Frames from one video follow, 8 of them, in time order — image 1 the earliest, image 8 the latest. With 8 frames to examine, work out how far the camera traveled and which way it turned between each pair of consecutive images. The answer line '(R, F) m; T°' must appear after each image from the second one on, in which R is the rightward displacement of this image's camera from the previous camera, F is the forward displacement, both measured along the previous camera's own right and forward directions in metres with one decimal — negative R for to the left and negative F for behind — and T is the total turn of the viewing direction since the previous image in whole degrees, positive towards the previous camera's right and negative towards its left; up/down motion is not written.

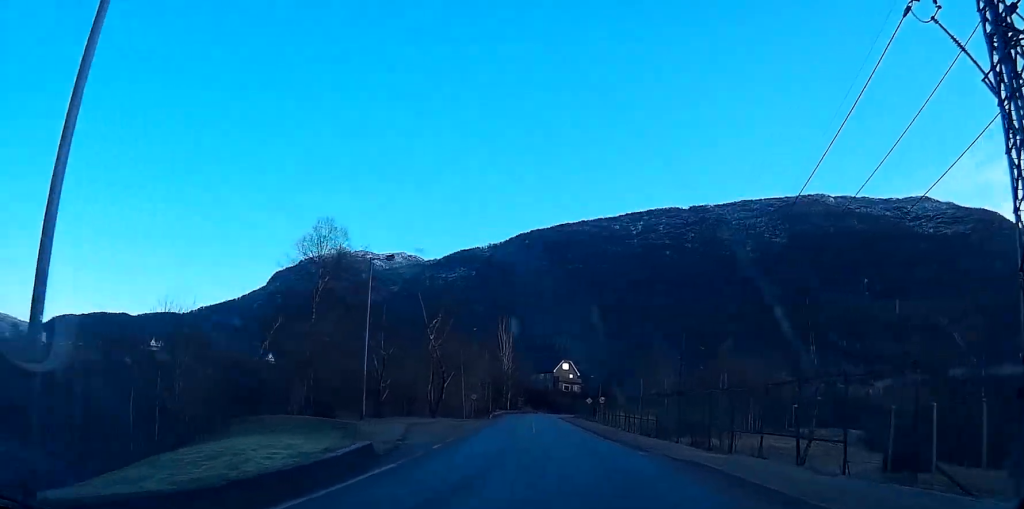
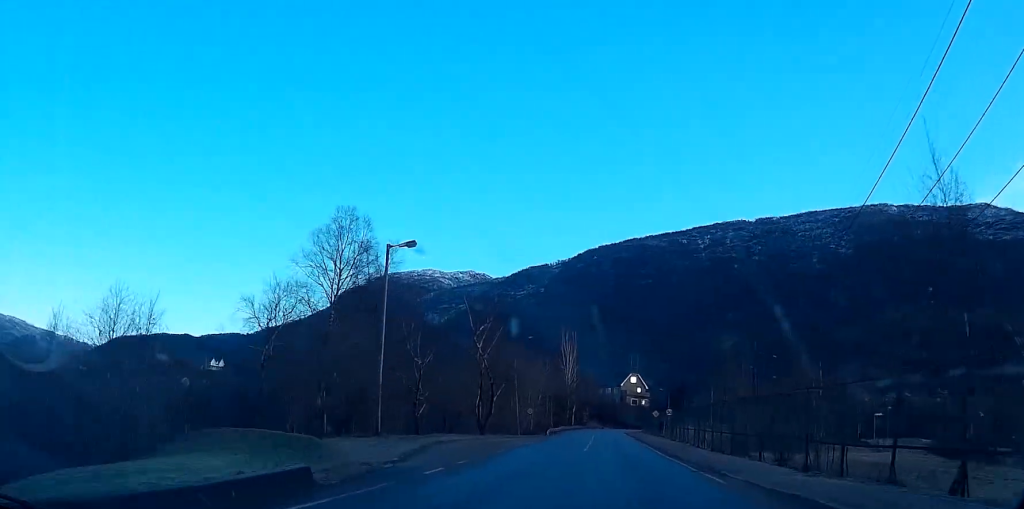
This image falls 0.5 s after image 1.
(-0.3, +6.9) m; -4°
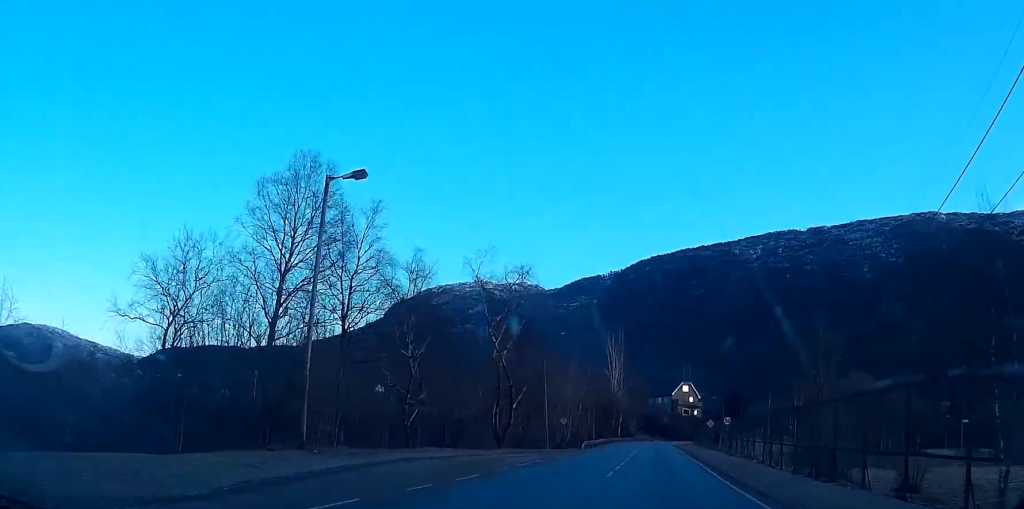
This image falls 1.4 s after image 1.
(-0.4, +11.5) m; -4°
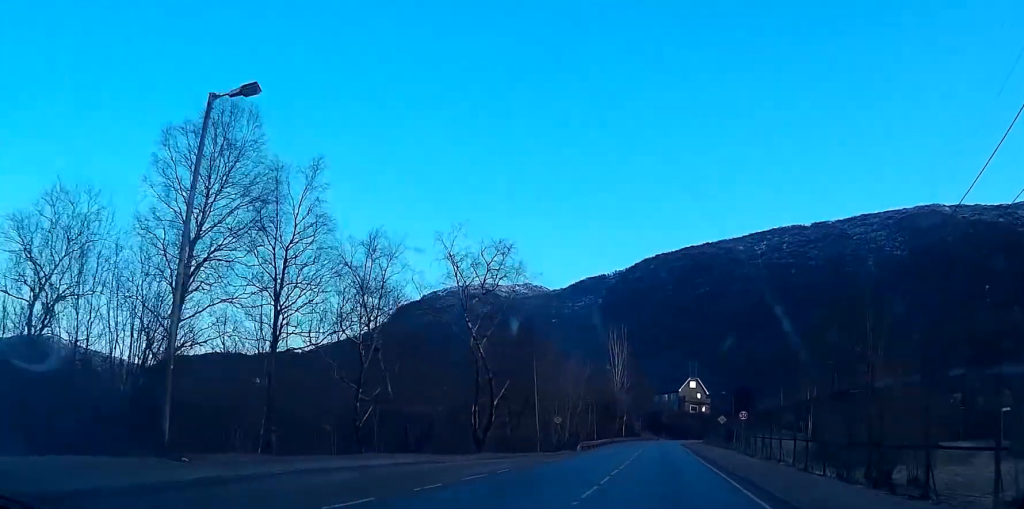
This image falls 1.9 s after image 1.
(-0.2, +7.2) m; -1°
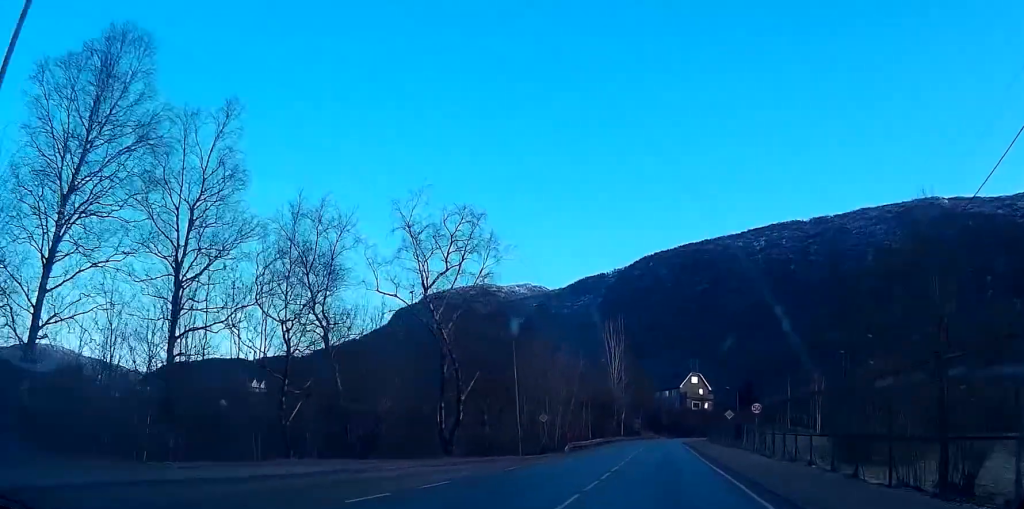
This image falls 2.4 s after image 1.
(-0.2, +6.8) m; 0°
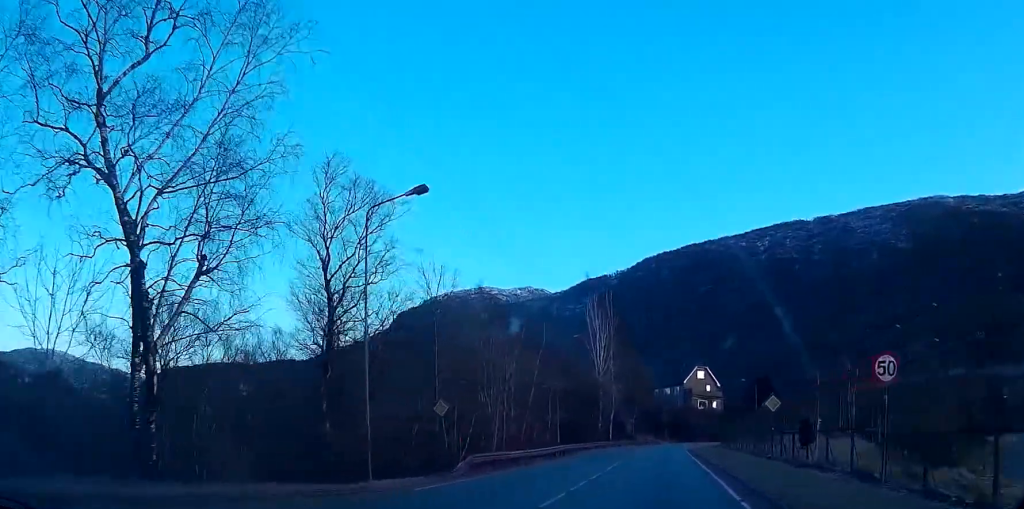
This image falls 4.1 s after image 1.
(+0.4, +23.1) m; +1°
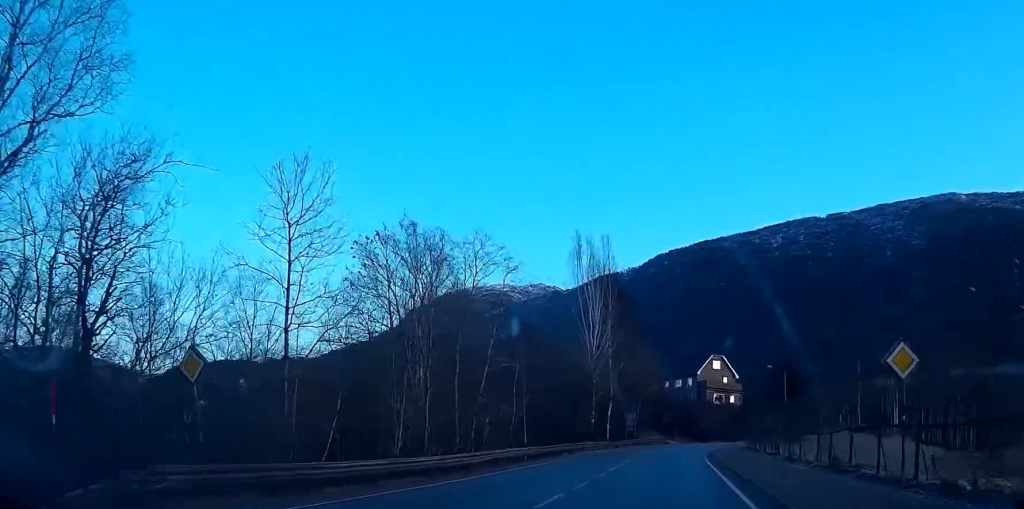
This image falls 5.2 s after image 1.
(0.0, +16.2) m; 0°
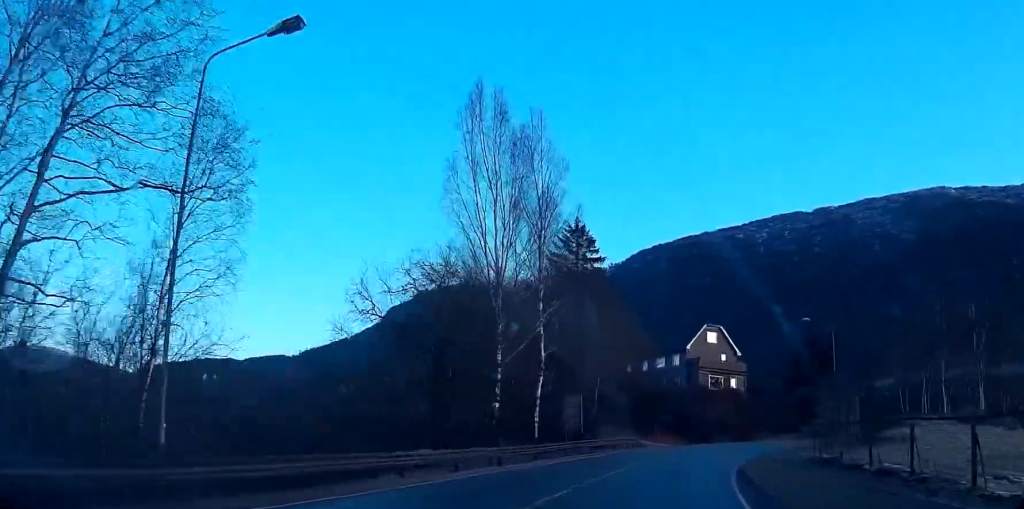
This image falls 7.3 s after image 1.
(0.0, +30.2) m; +1°
